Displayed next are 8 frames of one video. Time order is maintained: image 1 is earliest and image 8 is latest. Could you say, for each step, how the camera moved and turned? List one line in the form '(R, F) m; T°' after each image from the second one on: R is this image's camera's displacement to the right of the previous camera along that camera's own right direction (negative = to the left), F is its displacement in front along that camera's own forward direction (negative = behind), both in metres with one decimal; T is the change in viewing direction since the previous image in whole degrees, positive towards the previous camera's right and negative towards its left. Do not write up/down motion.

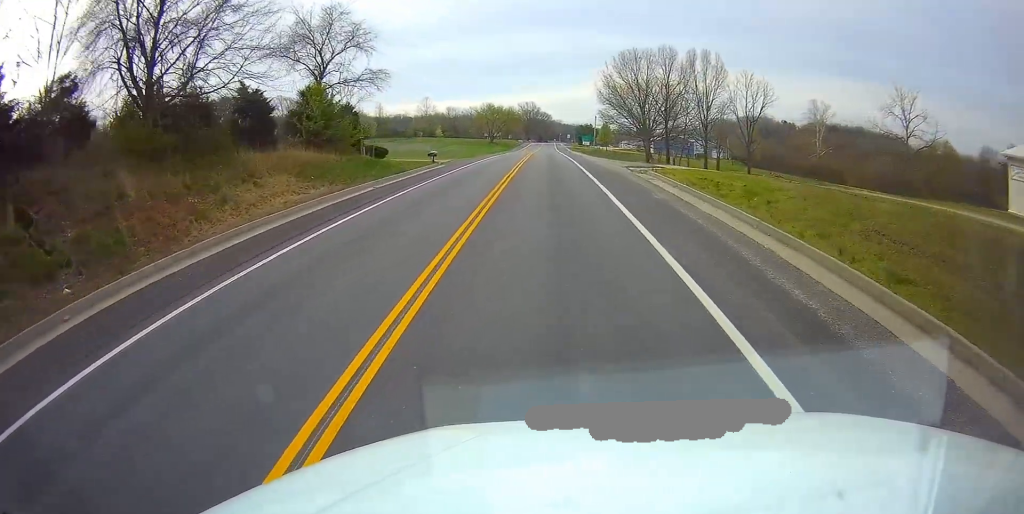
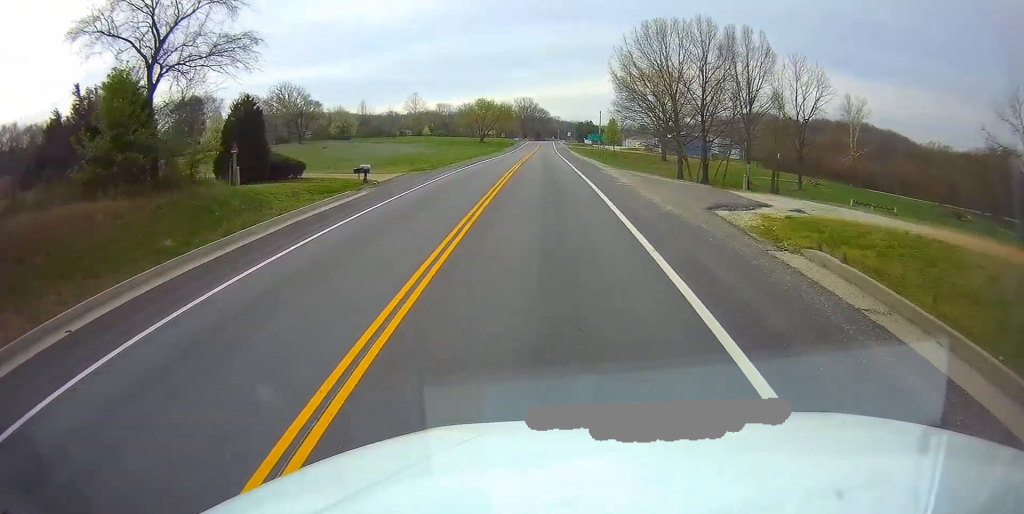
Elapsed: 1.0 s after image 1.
(0.0, +19.4) m; 0°
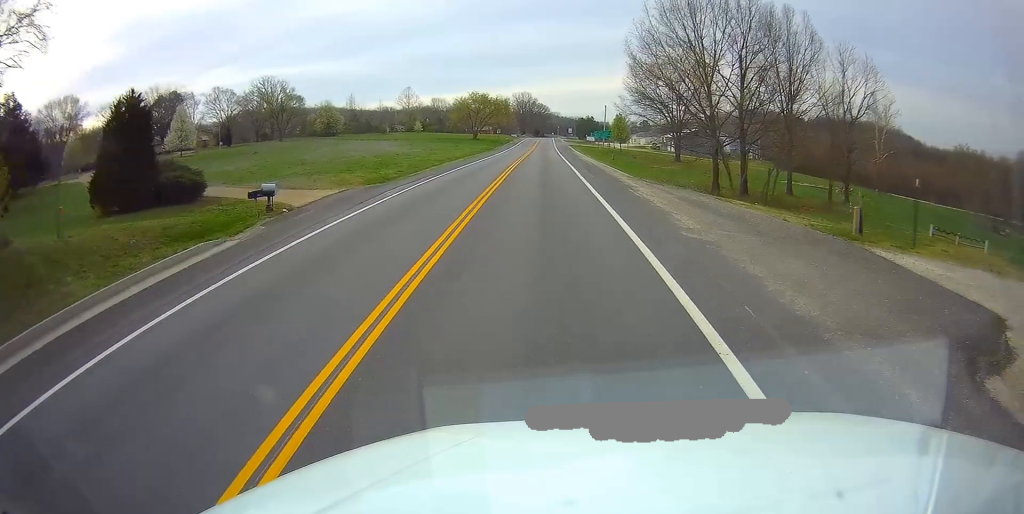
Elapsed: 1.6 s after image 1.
(+0.1, +12.2) m; -1°
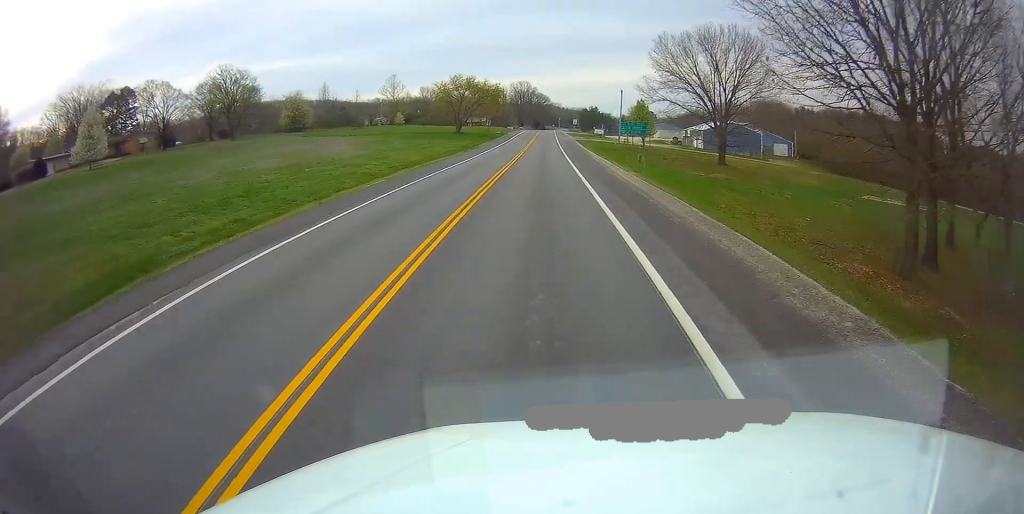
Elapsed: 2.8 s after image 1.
(-0.5, +25.3) m; -1°
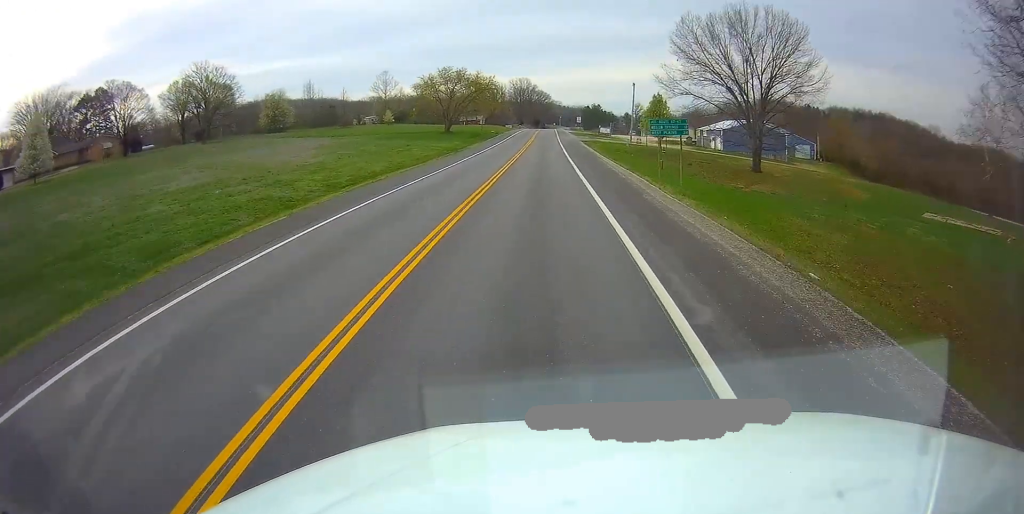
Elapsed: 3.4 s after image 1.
(+0.2, +12.5) m; 0°
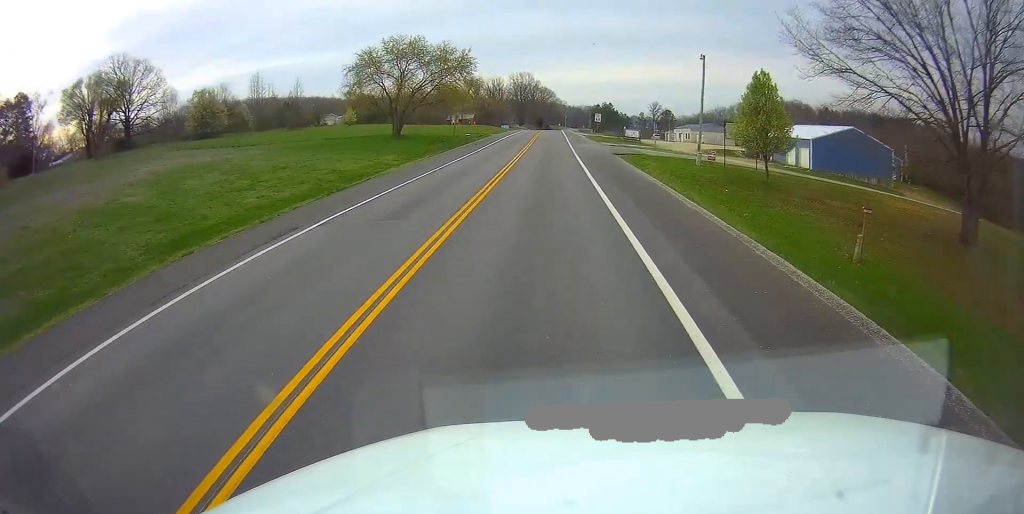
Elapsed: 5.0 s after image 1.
(-0.2, +34.4) m; -1°
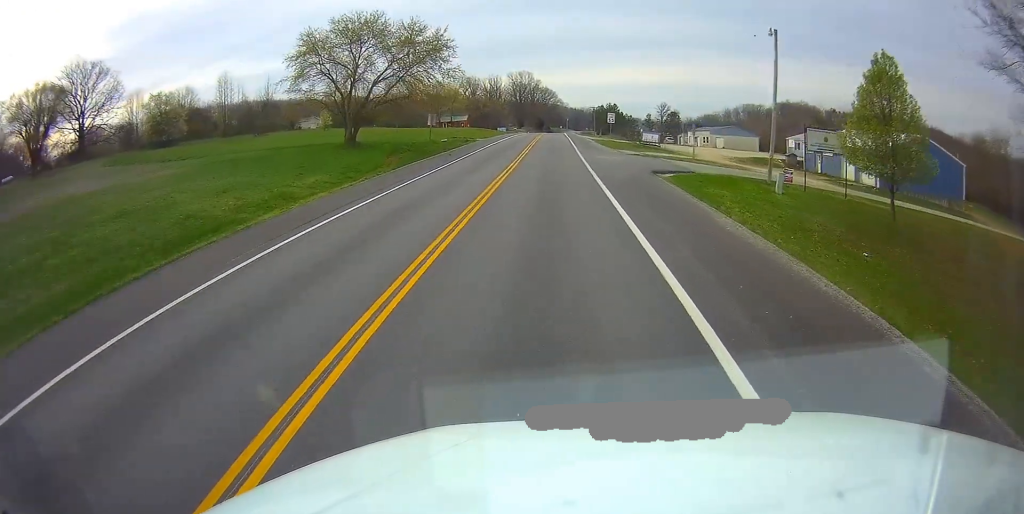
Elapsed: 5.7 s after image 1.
(-0.1, +15.0) m; +1°
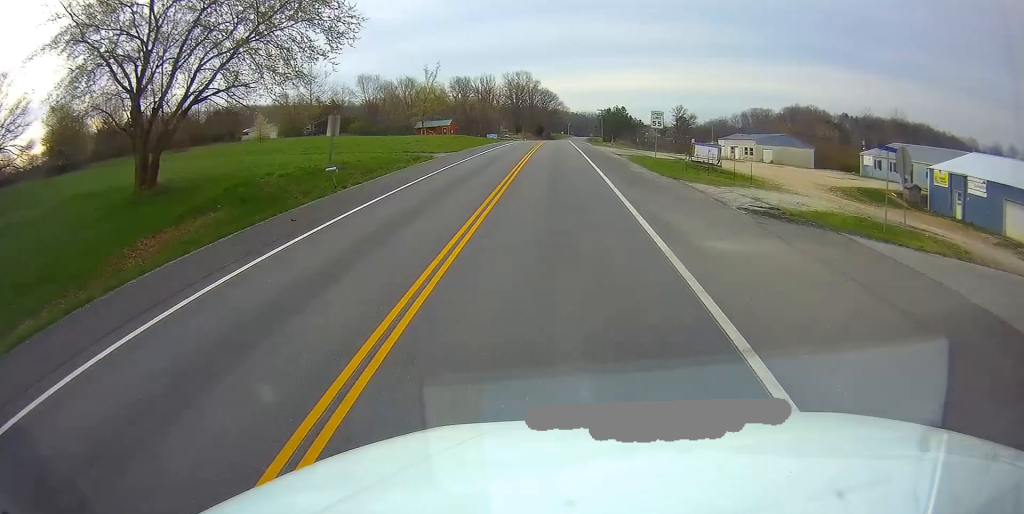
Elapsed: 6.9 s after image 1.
(+0.7, +25.9) m; +1°
